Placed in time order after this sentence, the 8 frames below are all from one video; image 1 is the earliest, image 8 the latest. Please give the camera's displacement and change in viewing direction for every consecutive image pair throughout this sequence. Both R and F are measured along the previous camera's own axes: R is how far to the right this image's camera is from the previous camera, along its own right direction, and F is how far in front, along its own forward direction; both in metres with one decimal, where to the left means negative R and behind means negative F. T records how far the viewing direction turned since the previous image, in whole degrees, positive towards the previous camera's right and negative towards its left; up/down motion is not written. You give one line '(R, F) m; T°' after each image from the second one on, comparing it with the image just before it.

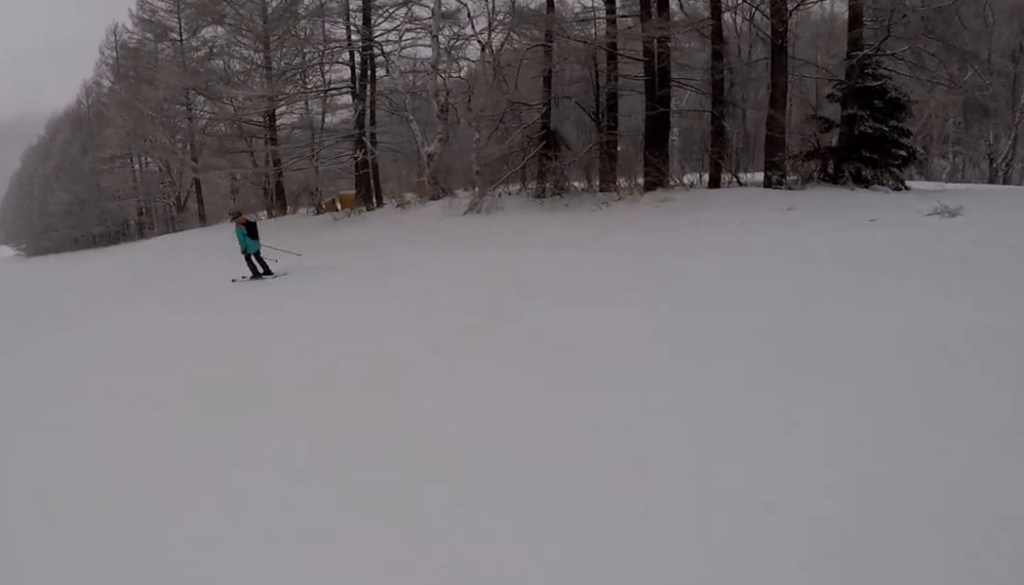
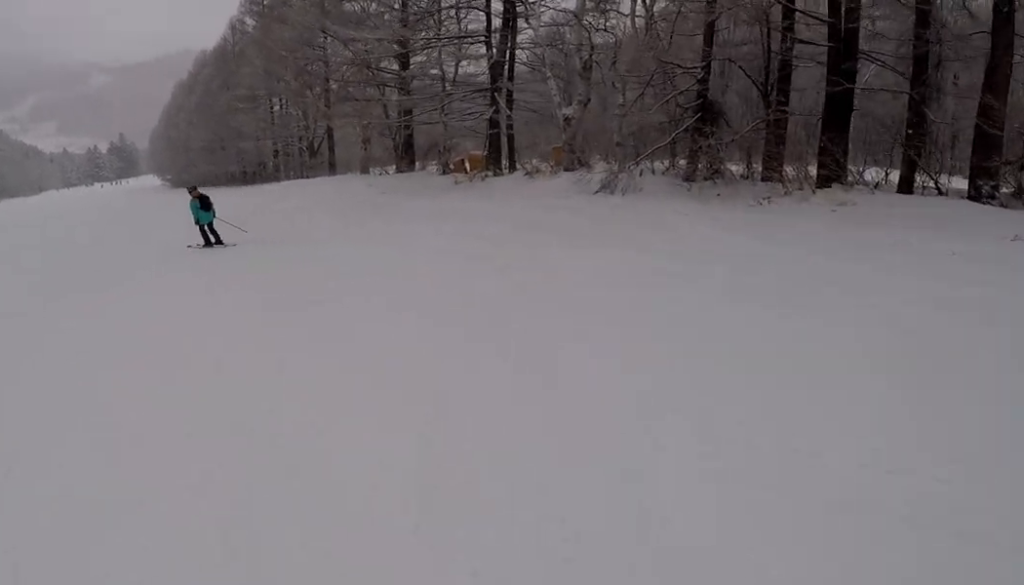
(-0.2, +3.7) m; -17°
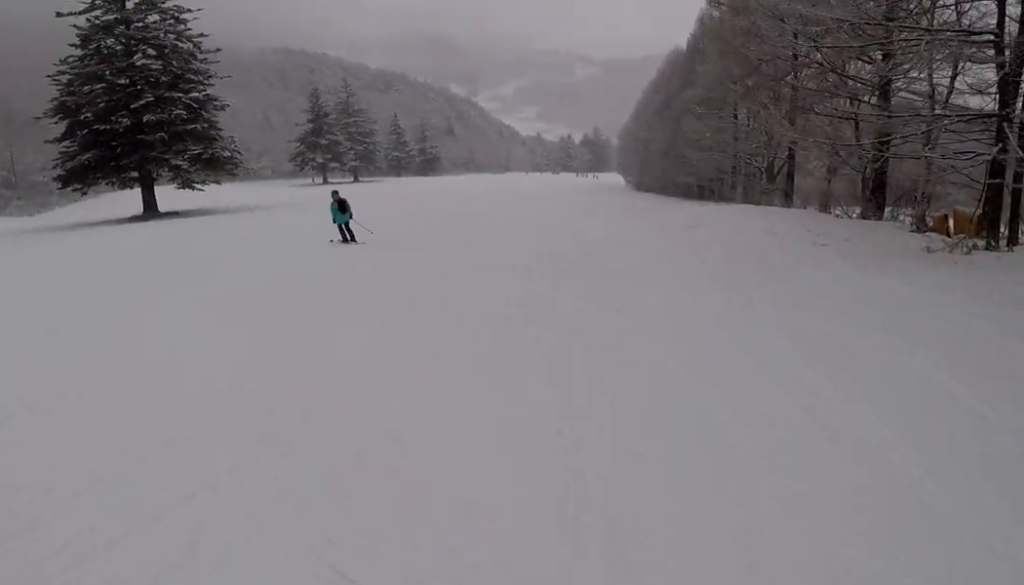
(-2.0, +6.8) m; -25°
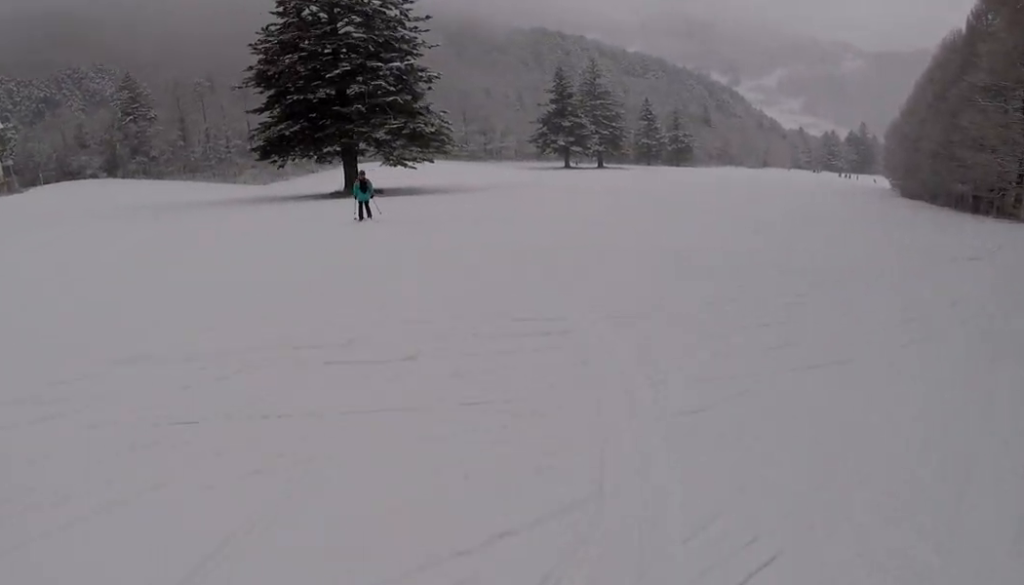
(-1.1, +6.2) m; -29°
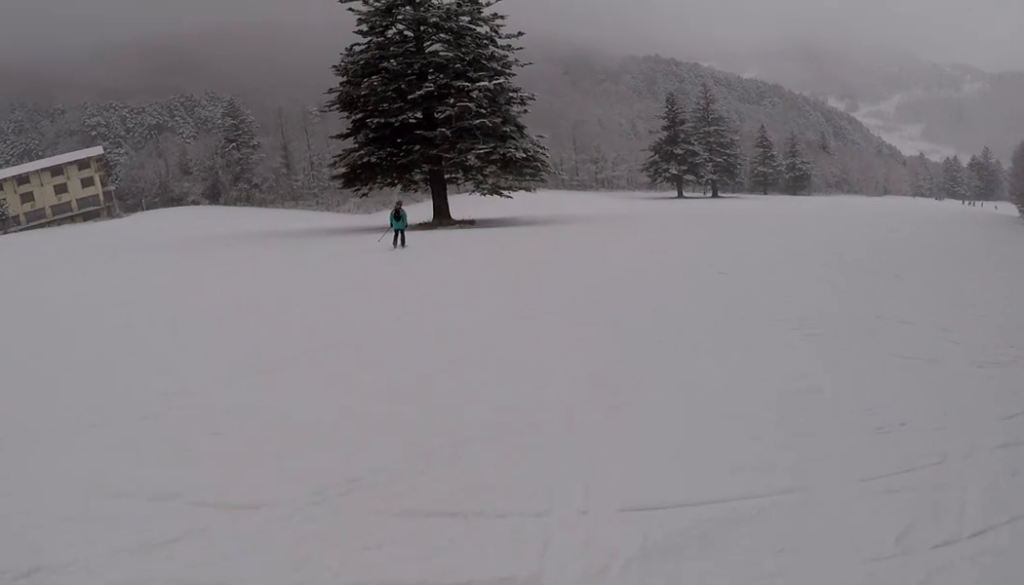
(-0.9, +4.2) m; -21°
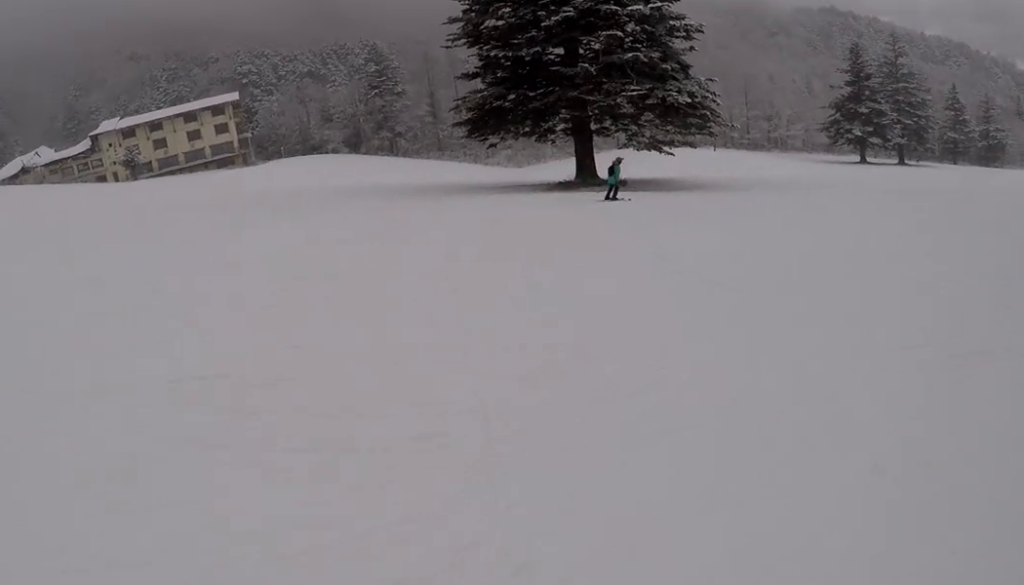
(-1.6, +8.2) m; -16°
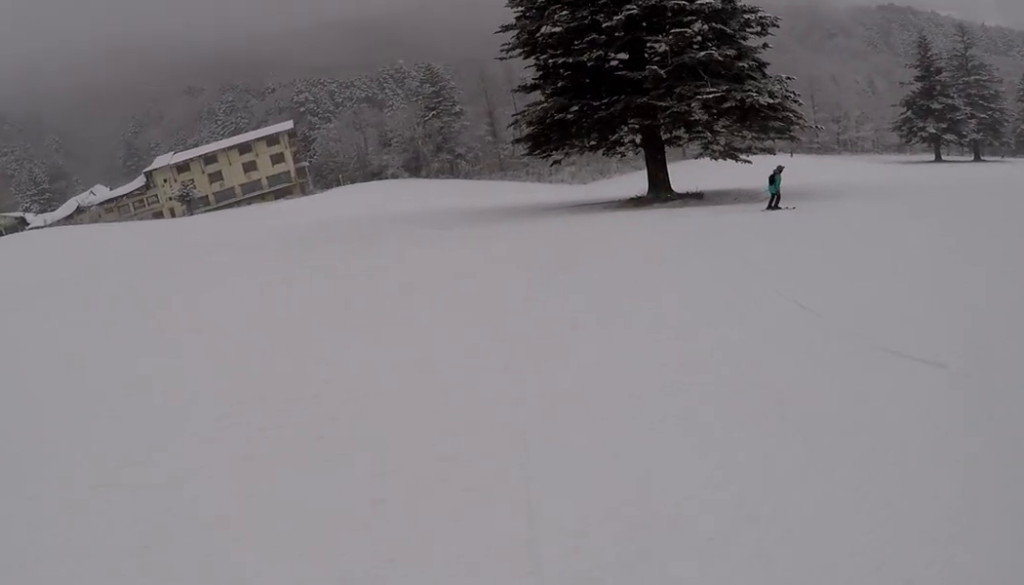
(-0.2, +3.0) m; -1°
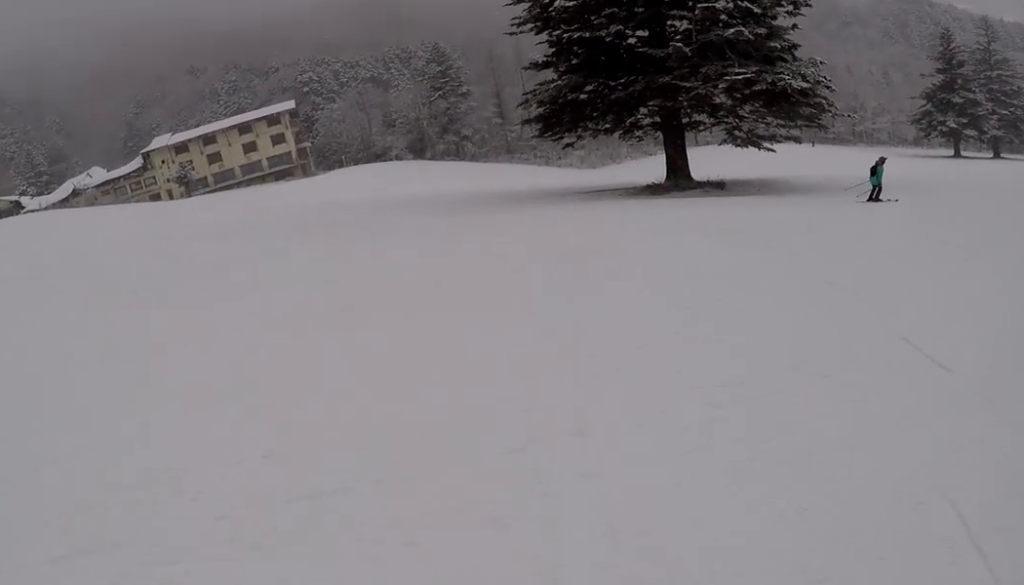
(-0.3, +2.1) m; 0°
